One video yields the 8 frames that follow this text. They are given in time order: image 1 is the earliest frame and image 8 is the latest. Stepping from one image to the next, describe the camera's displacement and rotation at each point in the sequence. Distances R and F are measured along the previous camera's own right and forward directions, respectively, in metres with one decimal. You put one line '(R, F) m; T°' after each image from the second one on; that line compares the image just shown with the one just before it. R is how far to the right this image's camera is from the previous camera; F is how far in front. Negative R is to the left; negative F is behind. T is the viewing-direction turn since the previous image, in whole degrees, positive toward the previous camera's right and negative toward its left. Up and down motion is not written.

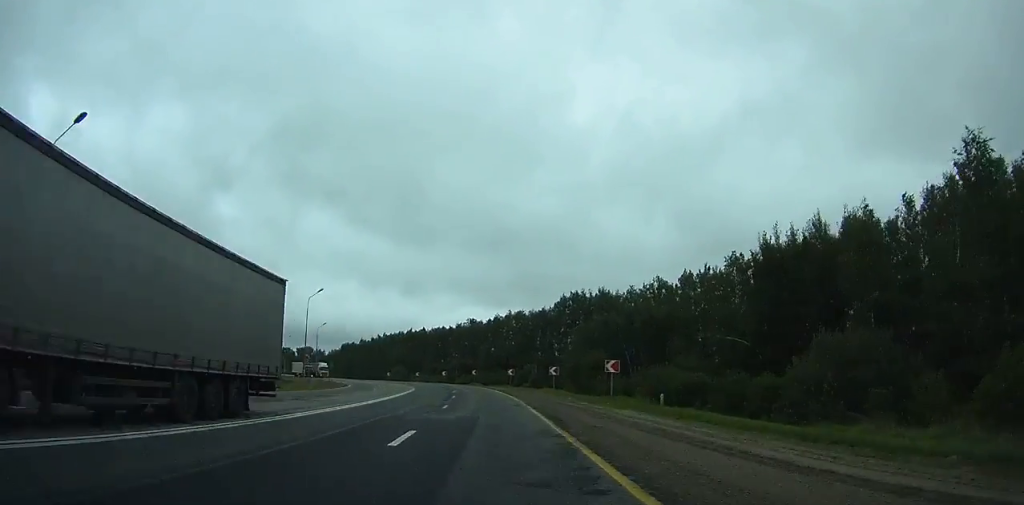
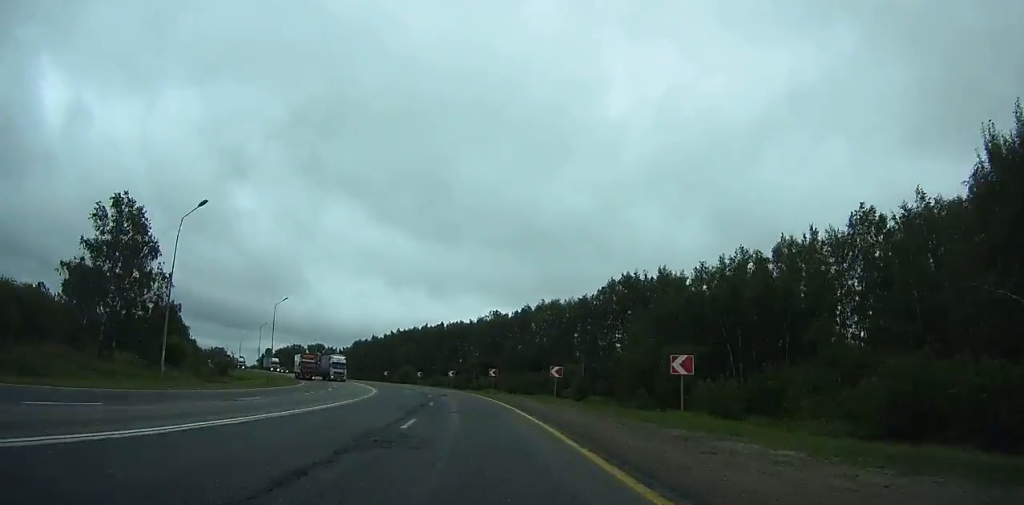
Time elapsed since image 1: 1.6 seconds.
(-1.2, +33.7) m; -4°
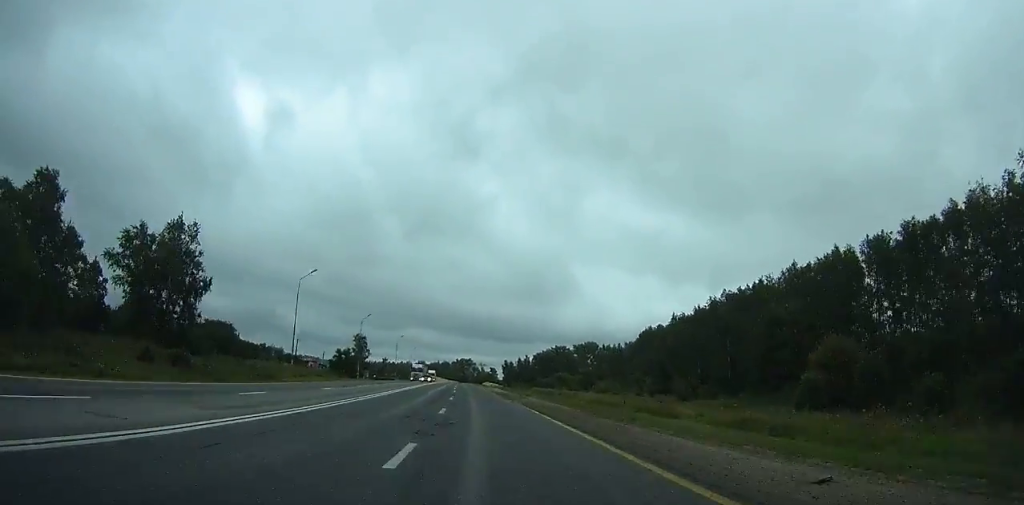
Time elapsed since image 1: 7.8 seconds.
(-24.4, +124.4) m; -22°
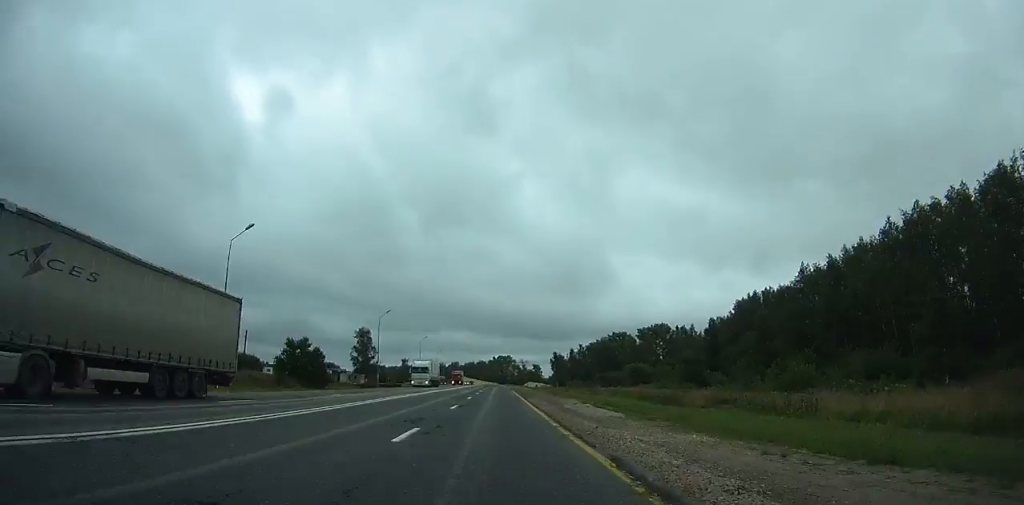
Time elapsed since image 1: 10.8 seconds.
(-4.2, +60.1) m; -5°
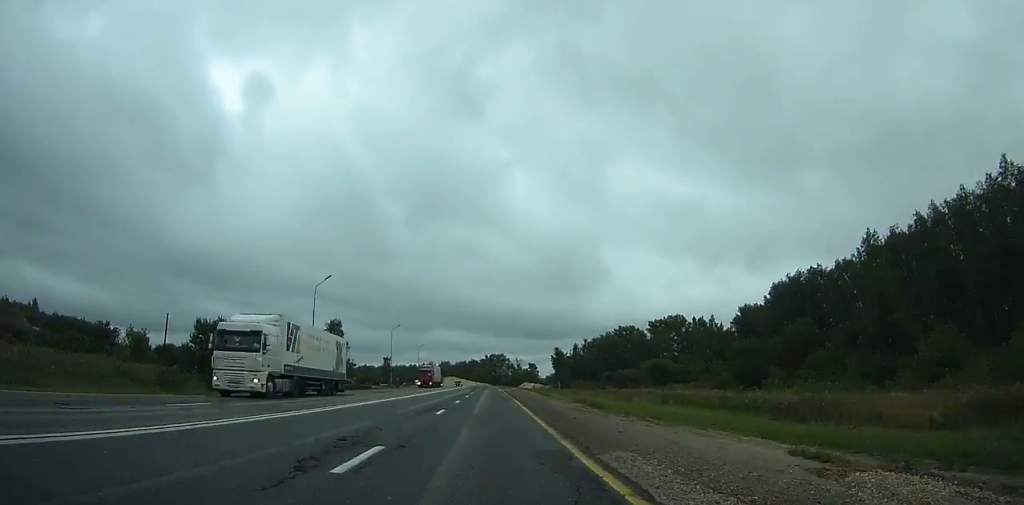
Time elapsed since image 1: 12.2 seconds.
(-0.3, +27.7) m; -1°
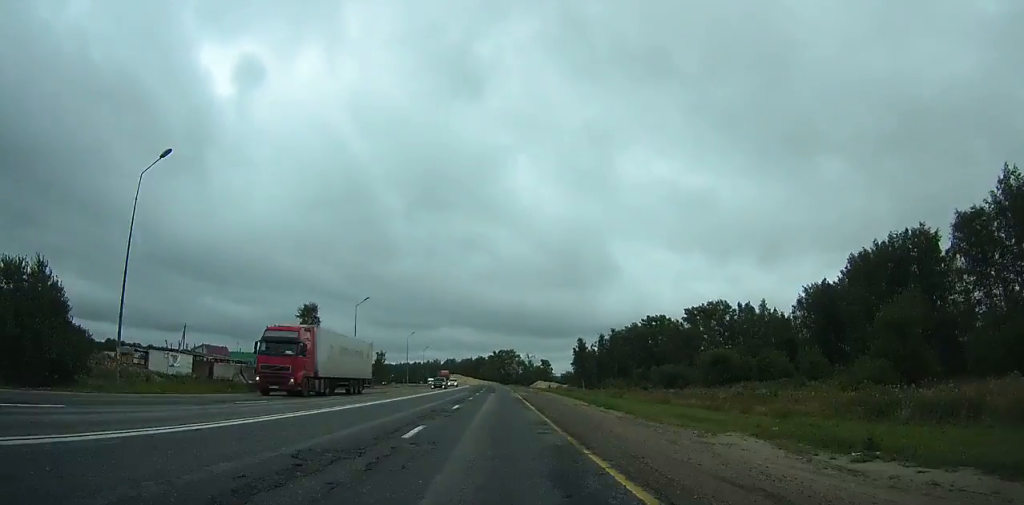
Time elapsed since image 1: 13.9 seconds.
(-0.2, +32.5) m; 0°
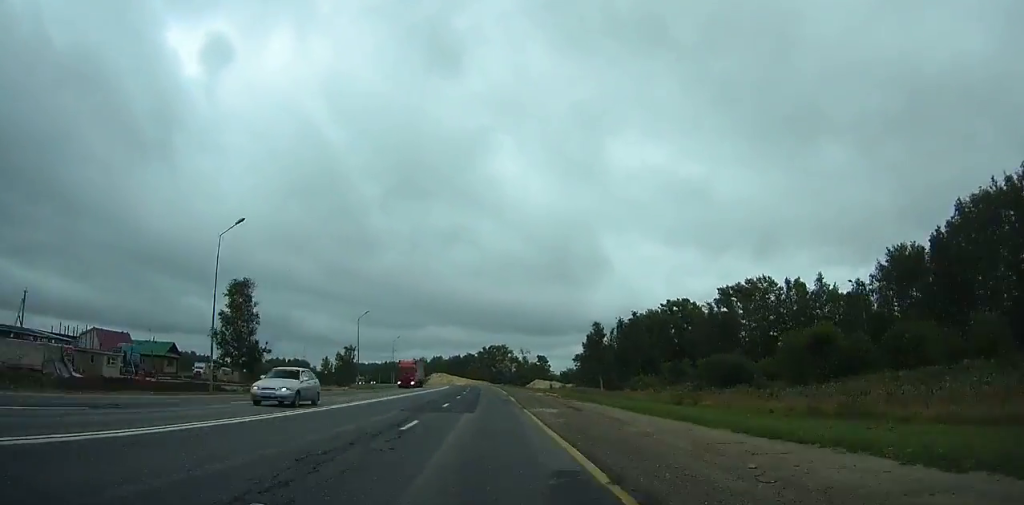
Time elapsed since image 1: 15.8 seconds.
(-0.1, +35.7) m; 0°
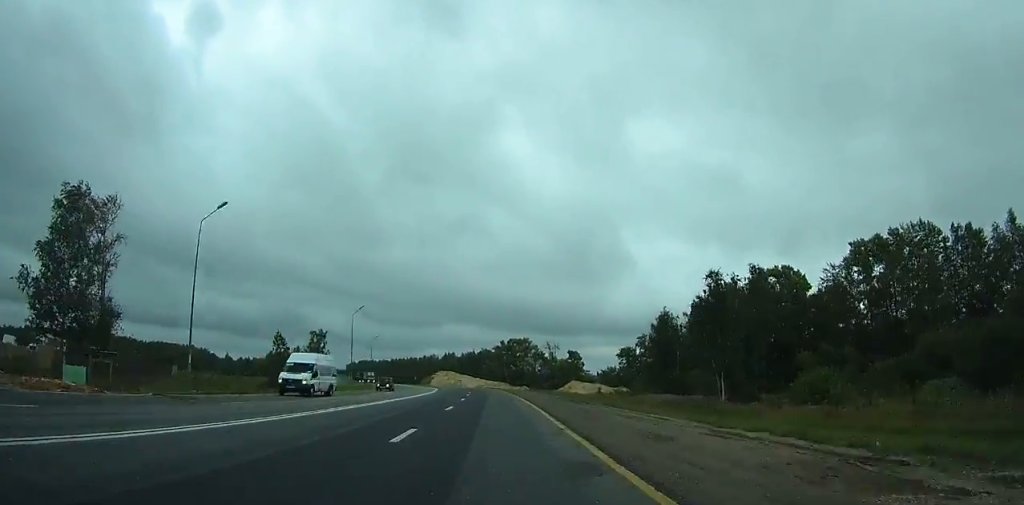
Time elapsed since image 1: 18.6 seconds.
(-0.2, +51.5) m; -1°
